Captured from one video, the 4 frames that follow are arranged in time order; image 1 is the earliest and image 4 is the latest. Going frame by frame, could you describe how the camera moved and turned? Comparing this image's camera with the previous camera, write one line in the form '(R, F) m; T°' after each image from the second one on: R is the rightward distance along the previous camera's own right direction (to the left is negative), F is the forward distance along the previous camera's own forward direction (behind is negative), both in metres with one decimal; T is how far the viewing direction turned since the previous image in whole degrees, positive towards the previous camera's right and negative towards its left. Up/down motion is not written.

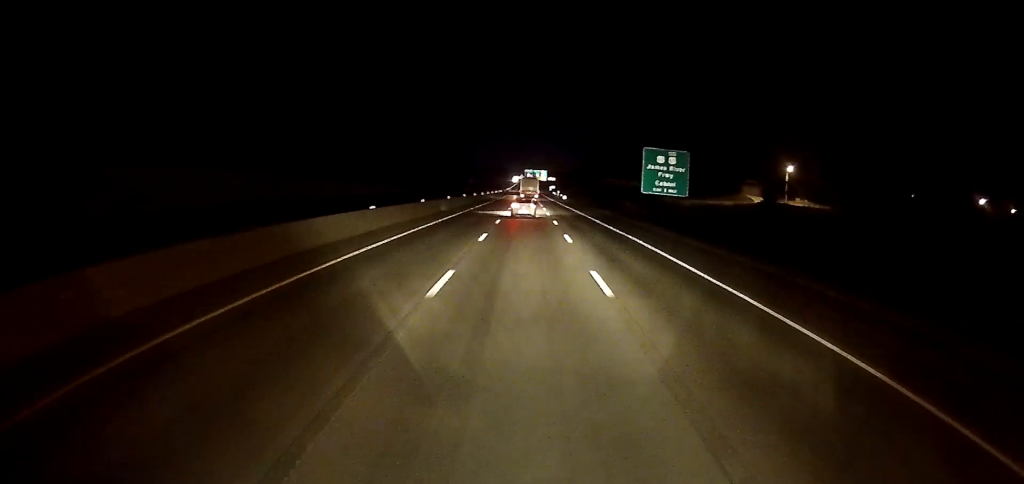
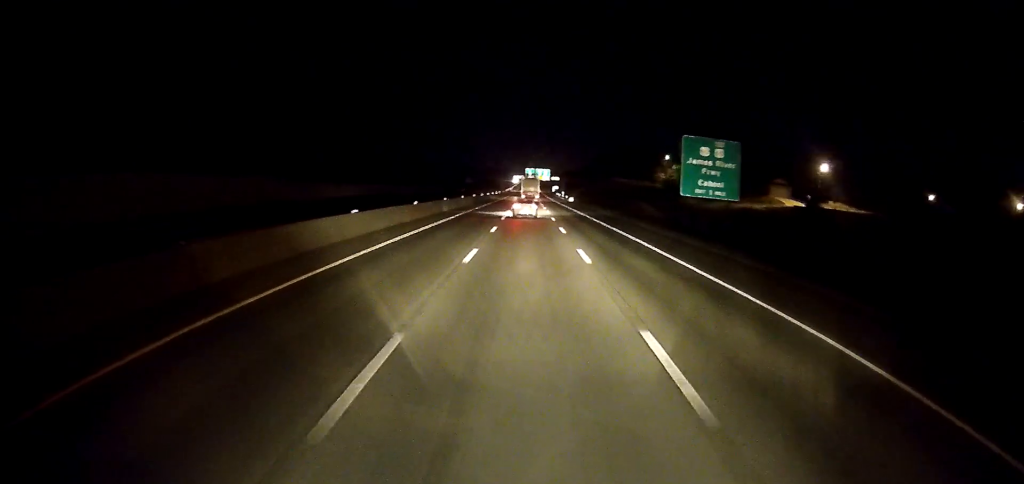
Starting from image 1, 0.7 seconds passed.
(0.0, +18.8) m; 0°
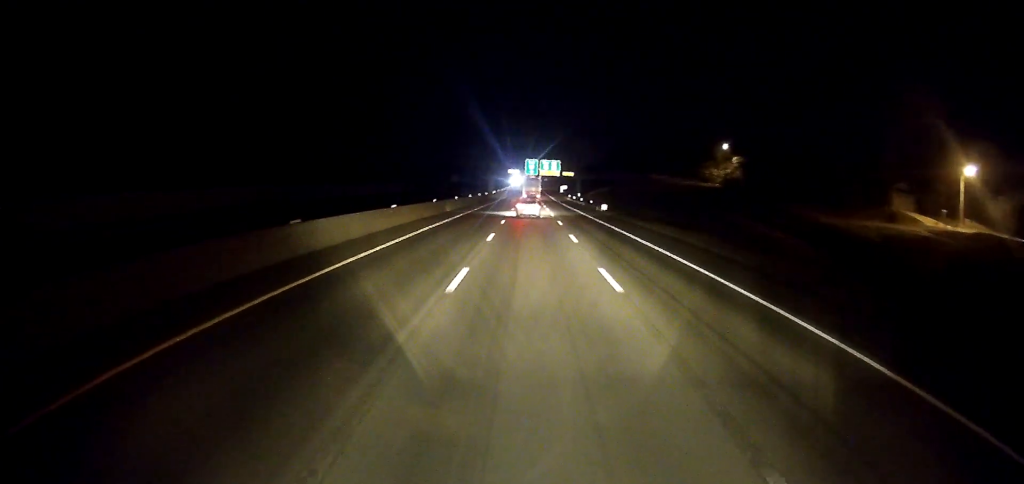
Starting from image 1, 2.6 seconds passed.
(0.0, +53.6) m; 0°
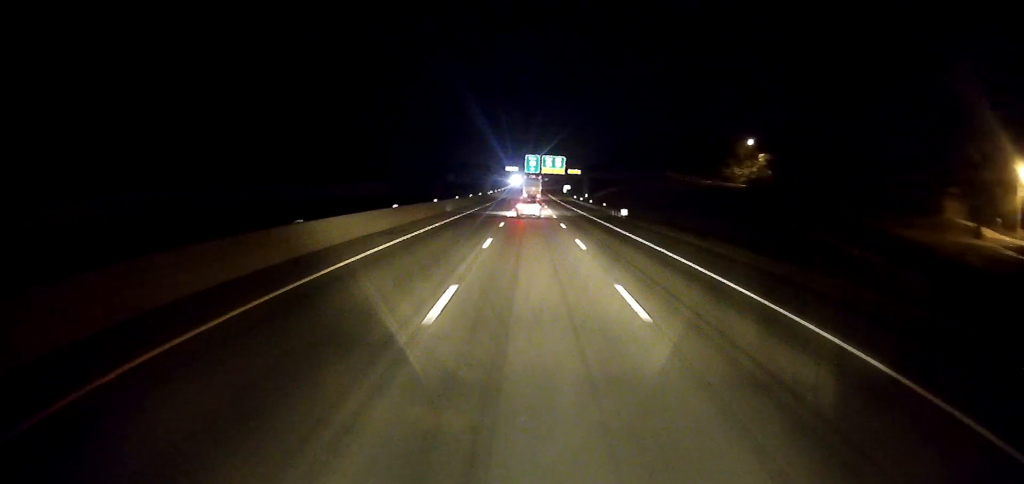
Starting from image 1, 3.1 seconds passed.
(0.0, +15.0) m; +1°
